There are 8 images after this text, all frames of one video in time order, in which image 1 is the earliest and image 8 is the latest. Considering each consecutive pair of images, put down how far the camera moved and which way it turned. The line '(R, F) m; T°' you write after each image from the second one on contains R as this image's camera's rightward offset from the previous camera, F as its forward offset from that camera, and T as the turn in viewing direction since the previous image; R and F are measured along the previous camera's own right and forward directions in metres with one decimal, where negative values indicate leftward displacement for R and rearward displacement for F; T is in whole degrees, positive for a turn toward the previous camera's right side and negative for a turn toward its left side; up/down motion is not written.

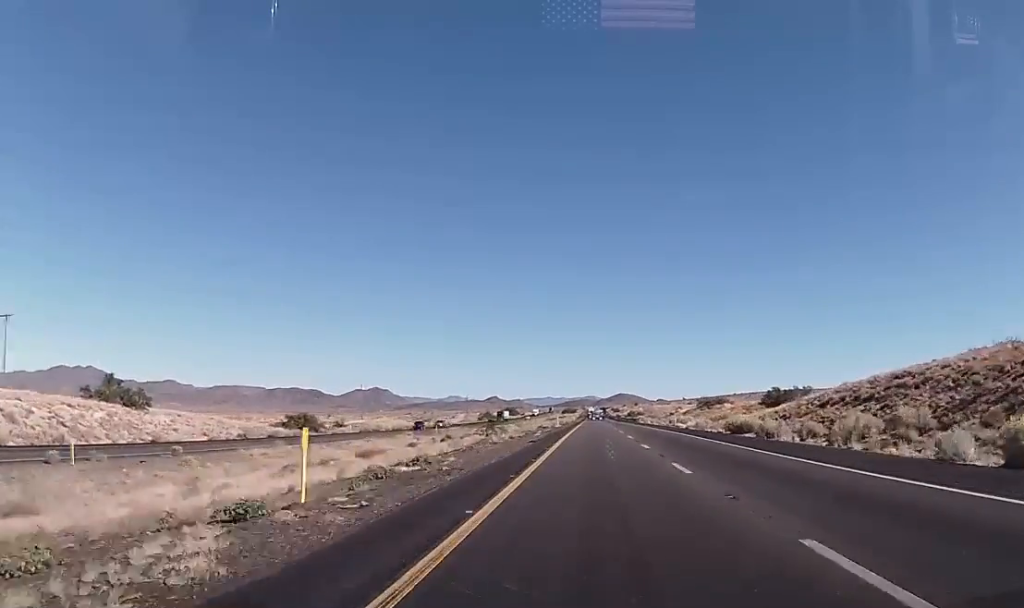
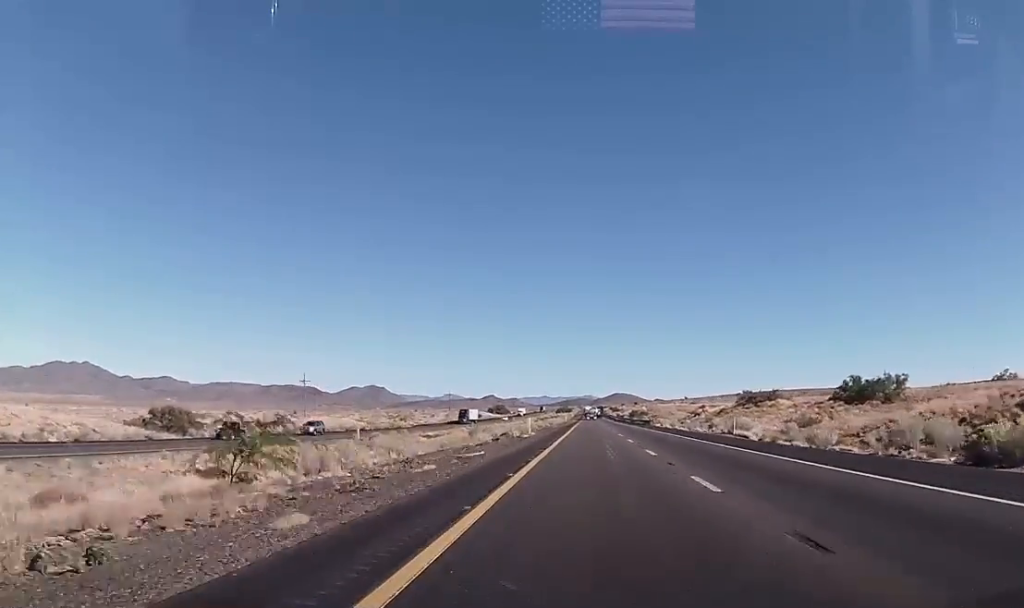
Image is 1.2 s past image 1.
(-0.4, +41.8) m; 0°
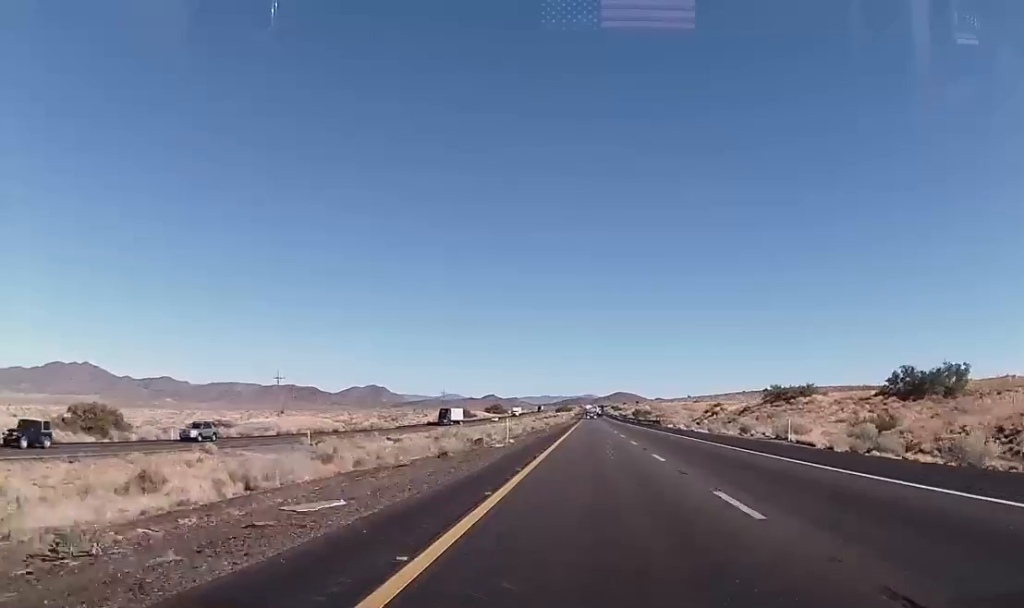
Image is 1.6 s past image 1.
(0.0, +15.5) m; 0°
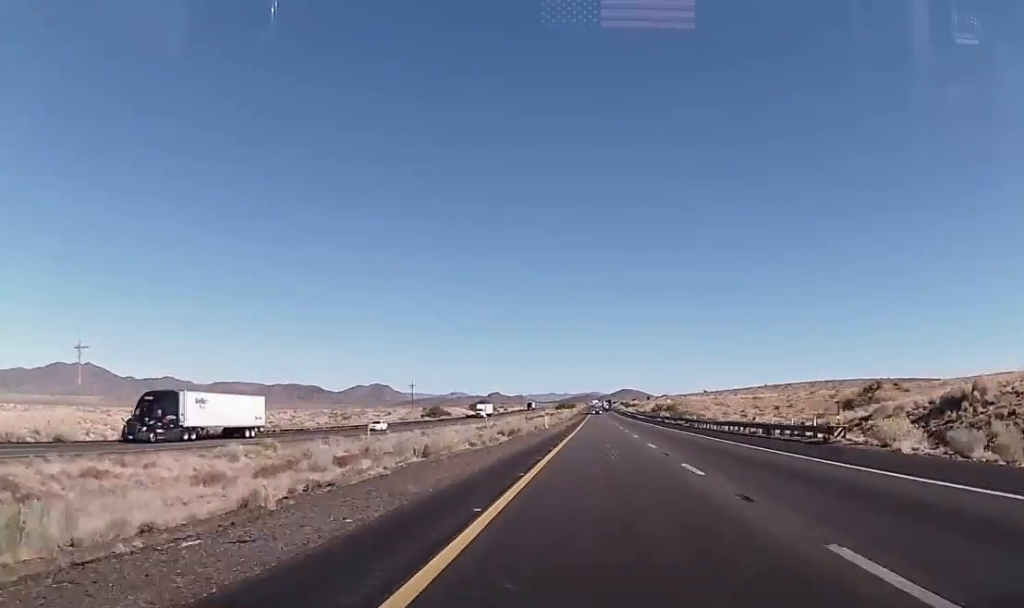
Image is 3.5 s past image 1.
(+0.8, +68.7) m; 0°
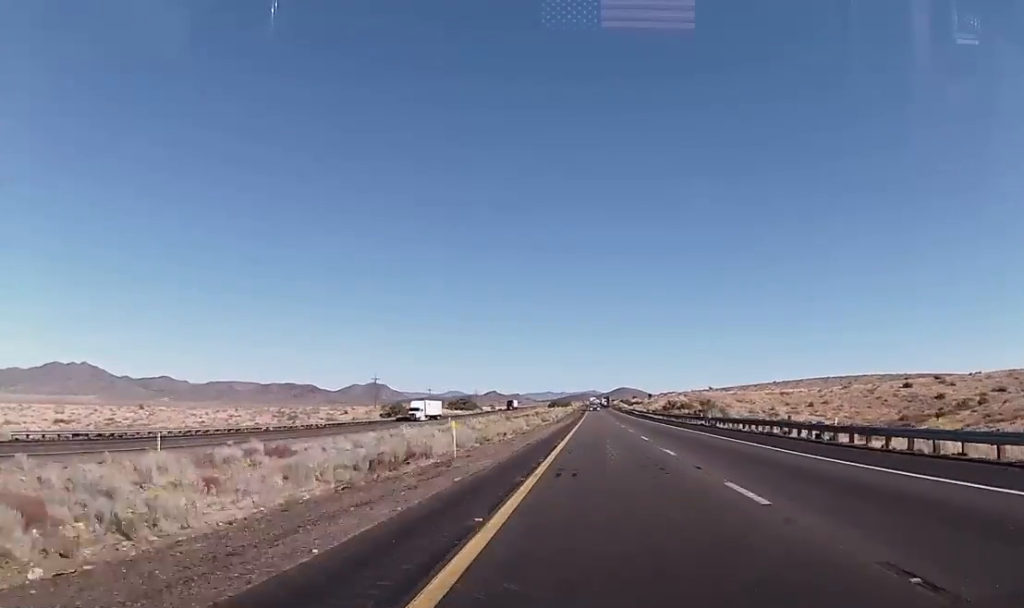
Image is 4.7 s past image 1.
(-0.2, +43.8) m; -1°
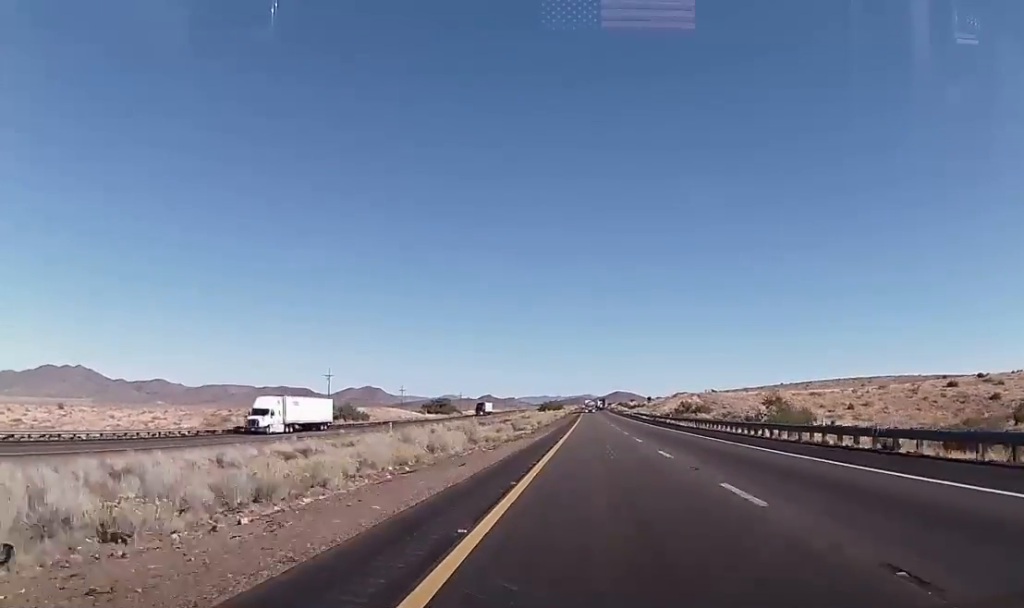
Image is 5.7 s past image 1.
(-0.1, +37.5) m; +1°
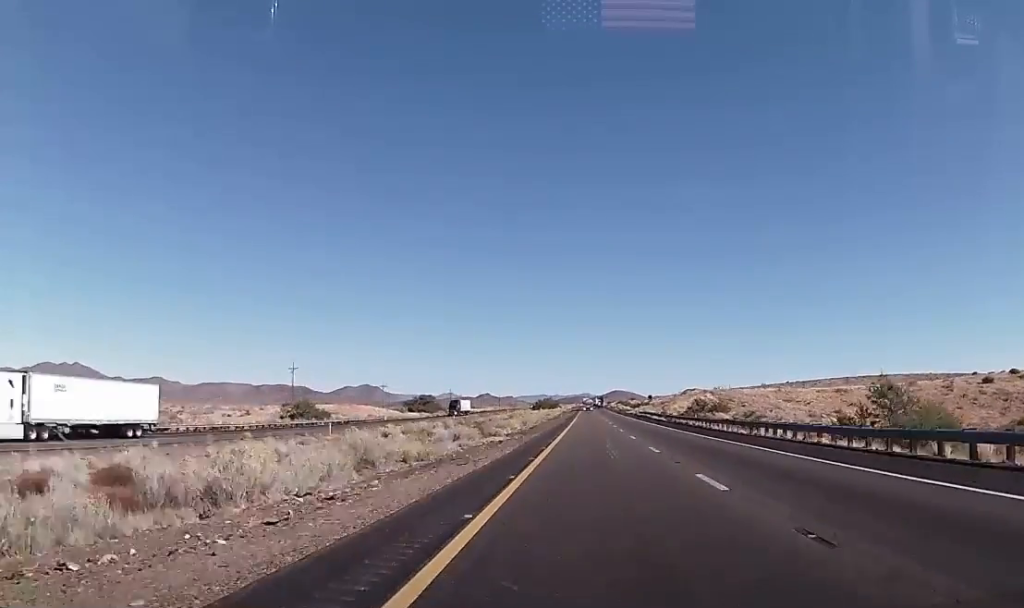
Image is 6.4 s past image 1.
(+0.6, +22.9) m; +1°
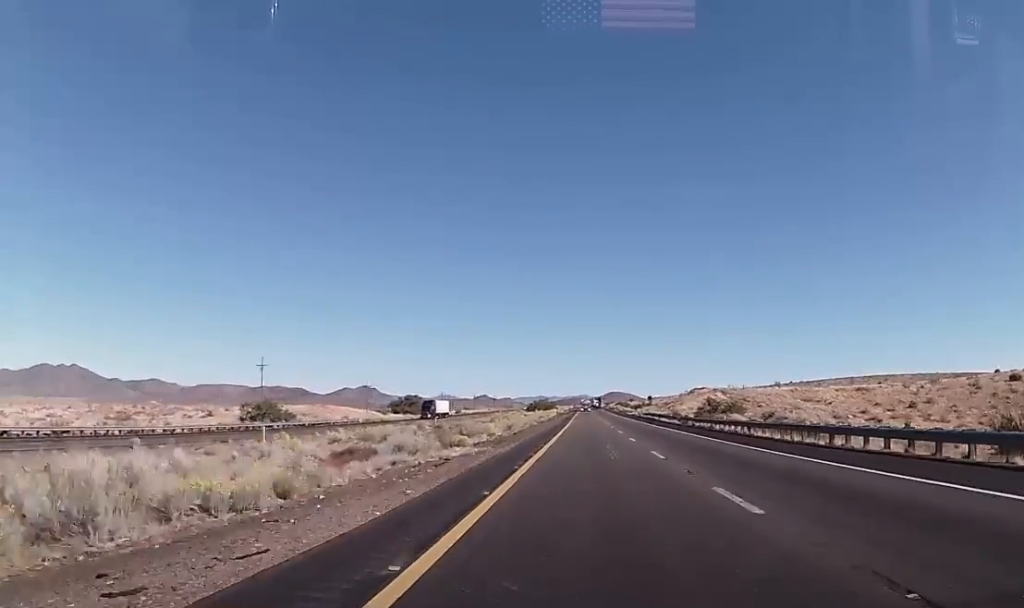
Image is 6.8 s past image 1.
(-0.1, +15.6) m; 0°
